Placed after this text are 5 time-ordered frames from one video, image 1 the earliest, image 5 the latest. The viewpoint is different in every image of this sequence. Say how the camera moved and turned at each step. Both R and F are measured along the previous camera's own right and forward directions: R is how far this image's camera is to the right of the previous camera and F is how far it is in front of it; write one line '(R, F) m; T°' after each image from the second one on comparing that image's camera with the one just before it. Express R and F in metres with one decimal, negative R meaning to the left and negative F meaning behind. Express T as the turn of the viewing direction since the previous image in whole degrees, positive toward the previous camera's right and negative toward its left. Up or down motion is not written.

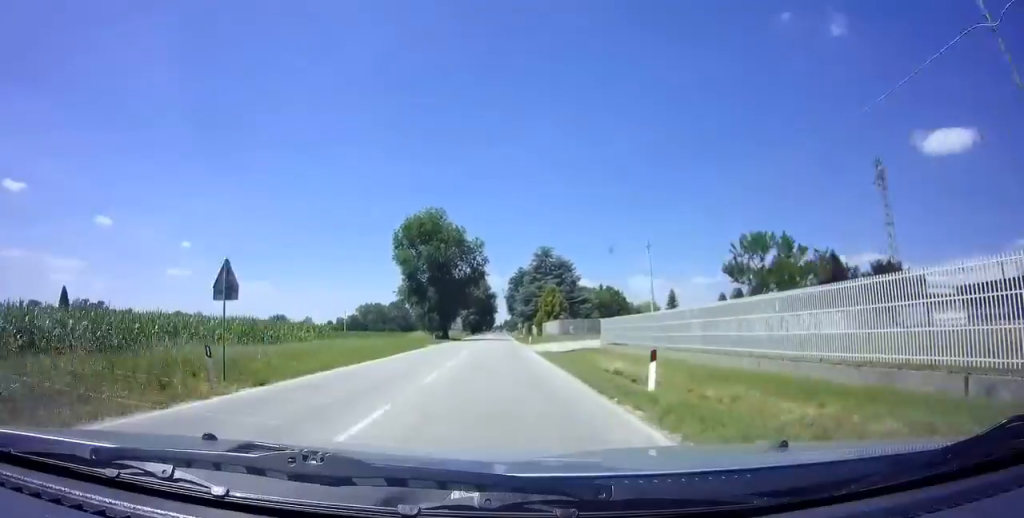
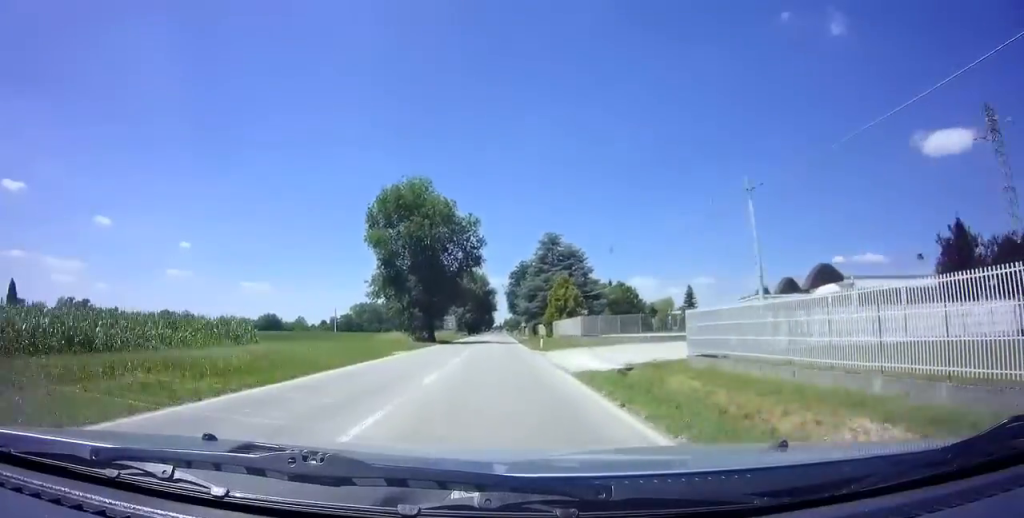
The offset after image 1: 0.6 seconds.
(-0.1, +13.7) m; 0°
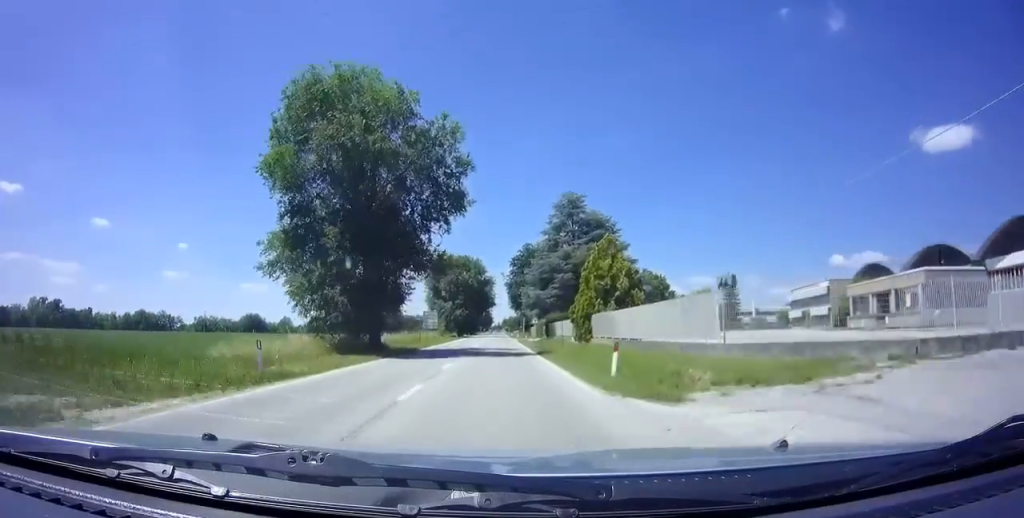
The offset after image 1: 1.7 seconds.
(+0.2, +24.1) m; +1°
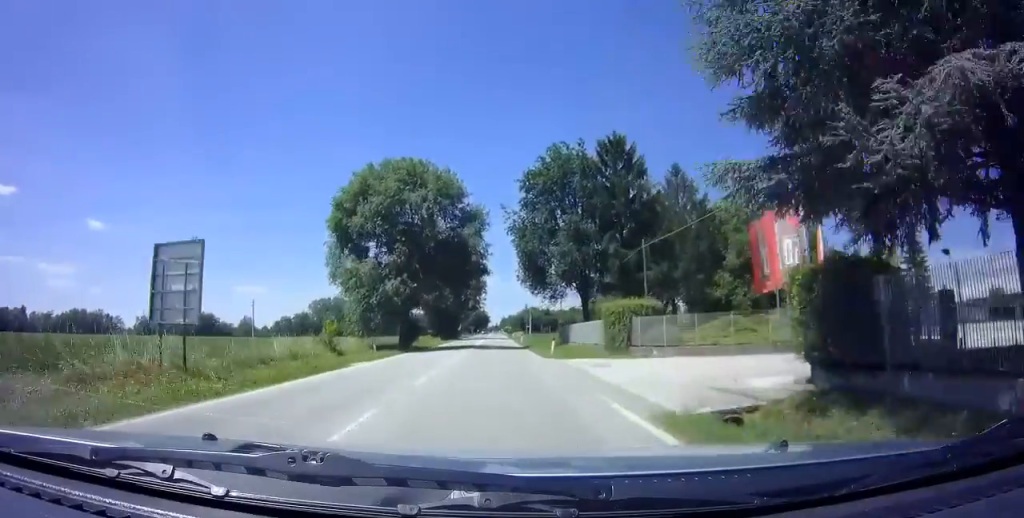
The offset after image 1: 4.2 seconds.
(-0.2, +54.2) m; 0°
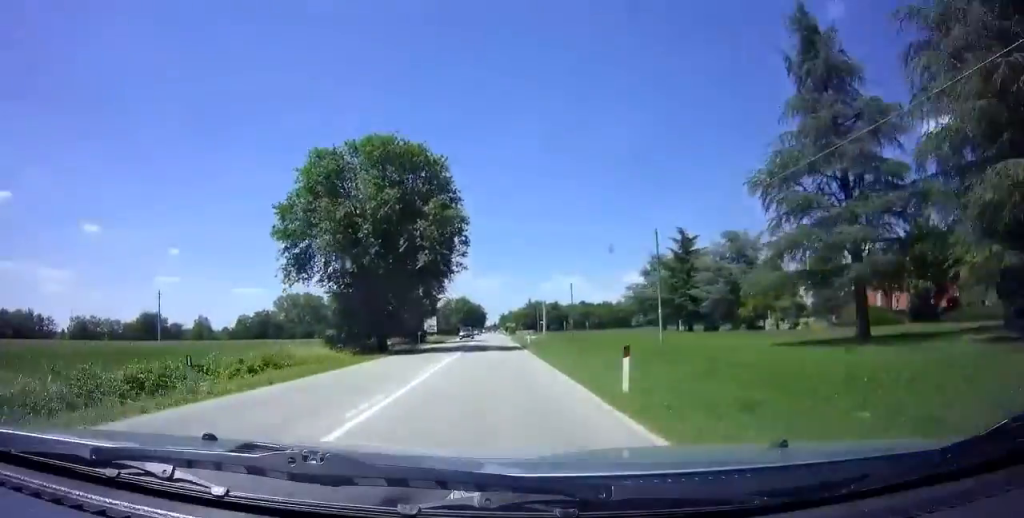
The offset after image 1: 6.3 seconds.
(-0.1, +47.9) m; -1°
